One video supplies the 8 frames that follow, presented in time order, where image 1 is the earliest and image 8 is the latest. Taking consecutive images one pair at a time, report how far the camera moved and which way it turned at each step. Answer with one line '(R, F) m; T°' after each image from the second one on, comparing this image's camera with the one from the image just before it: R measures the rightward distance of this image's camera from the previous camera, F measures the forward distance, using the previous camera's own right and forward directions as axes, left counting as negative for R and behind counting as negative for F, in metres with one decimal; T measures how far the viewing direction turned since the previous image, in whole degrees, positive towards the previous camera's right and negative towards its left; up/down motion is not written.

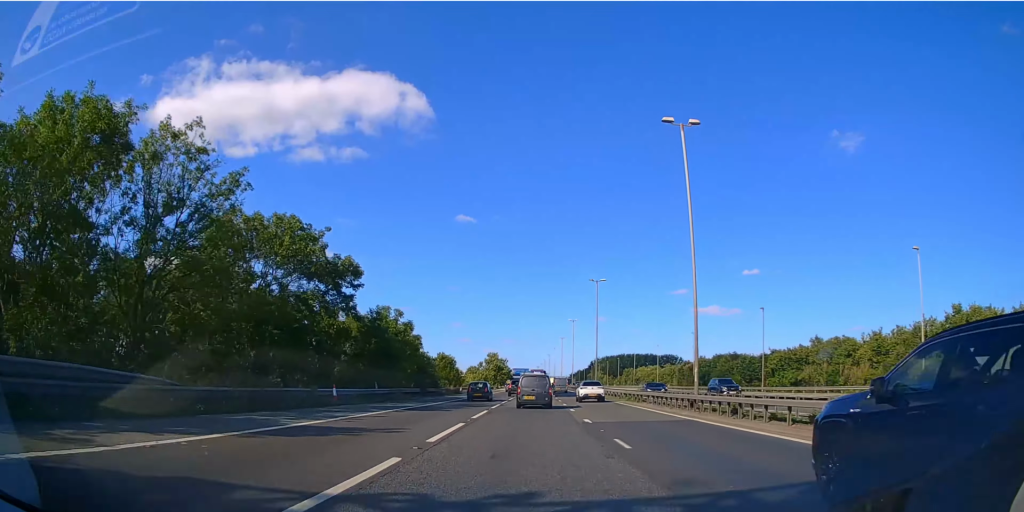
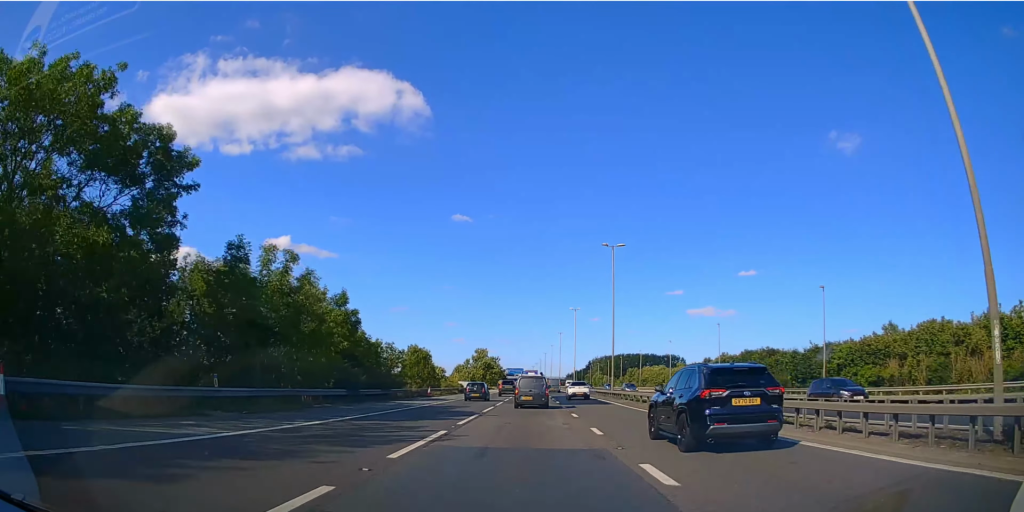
(+0.2, +20.3) m; +1°
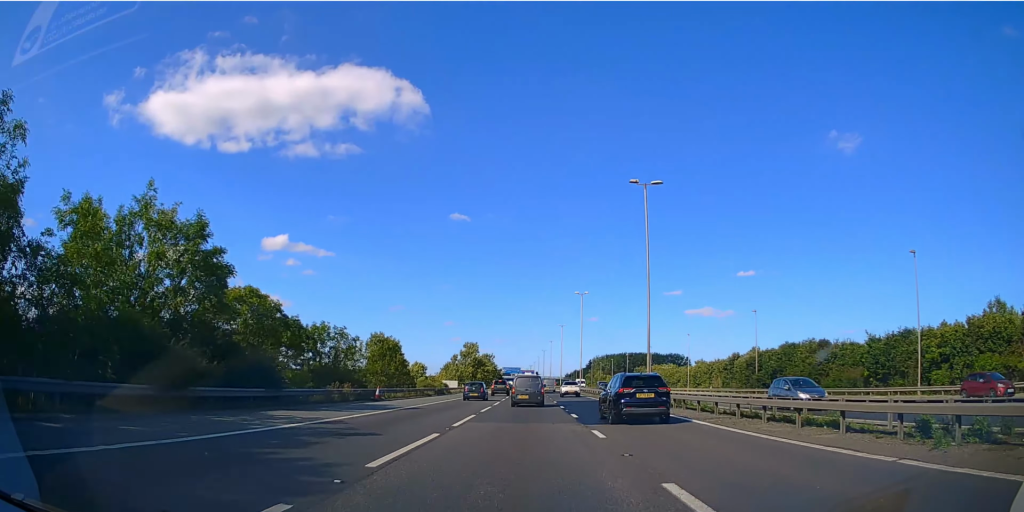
(+0.1, +18.1) m; 0°
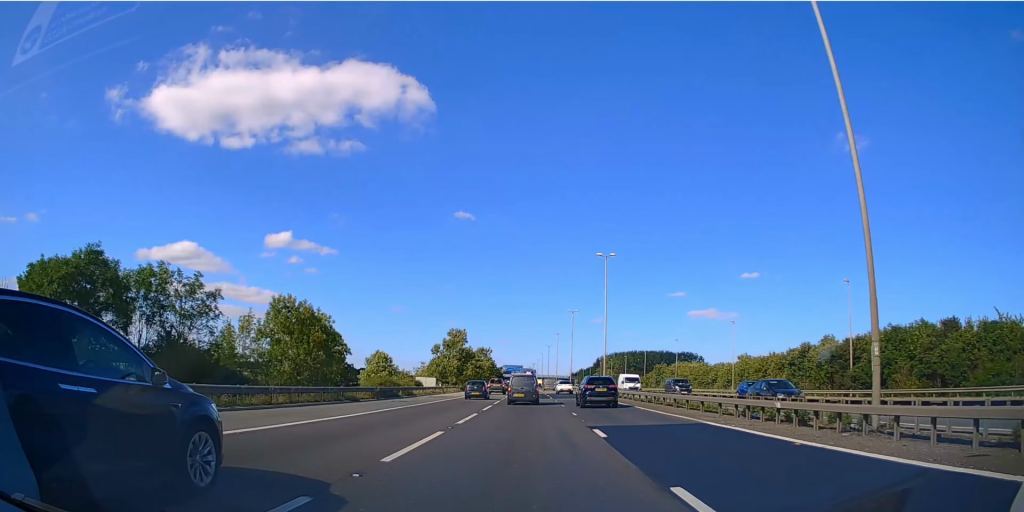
(0.0, +27.1) m; -1°
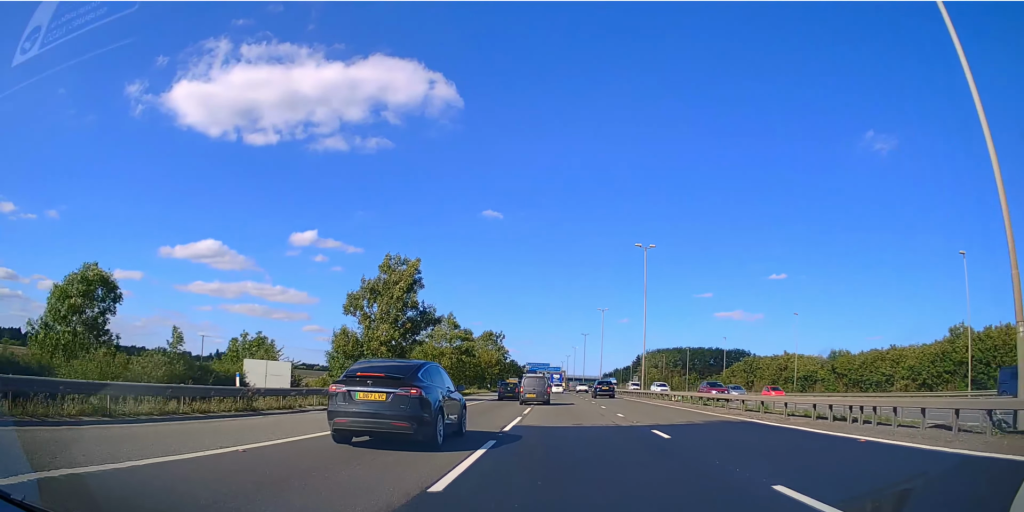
(-0.9, +54.7) m; -1°
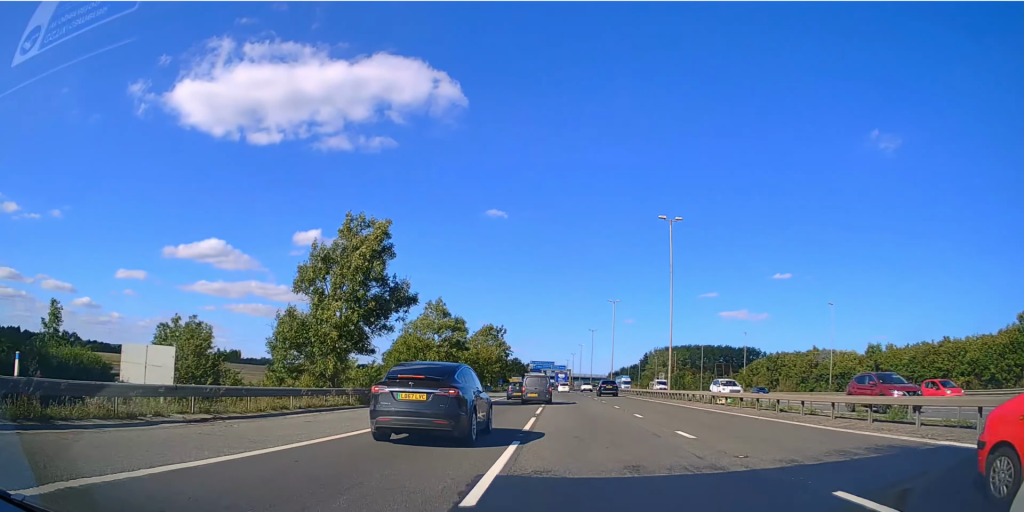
(0.0, +10.1) m; 0°
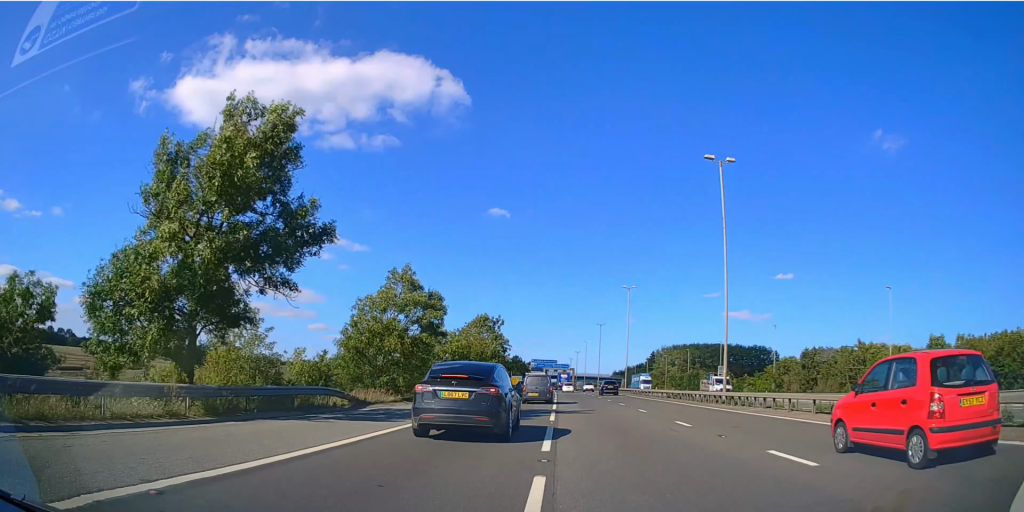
(0.0, +14.3) m; 0°
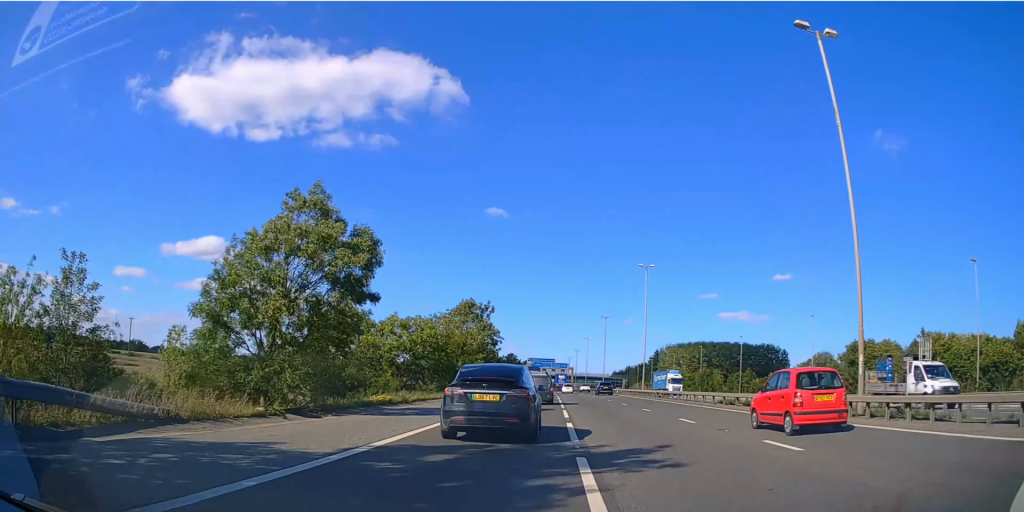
(-0.2, +16.2) m; -1°
